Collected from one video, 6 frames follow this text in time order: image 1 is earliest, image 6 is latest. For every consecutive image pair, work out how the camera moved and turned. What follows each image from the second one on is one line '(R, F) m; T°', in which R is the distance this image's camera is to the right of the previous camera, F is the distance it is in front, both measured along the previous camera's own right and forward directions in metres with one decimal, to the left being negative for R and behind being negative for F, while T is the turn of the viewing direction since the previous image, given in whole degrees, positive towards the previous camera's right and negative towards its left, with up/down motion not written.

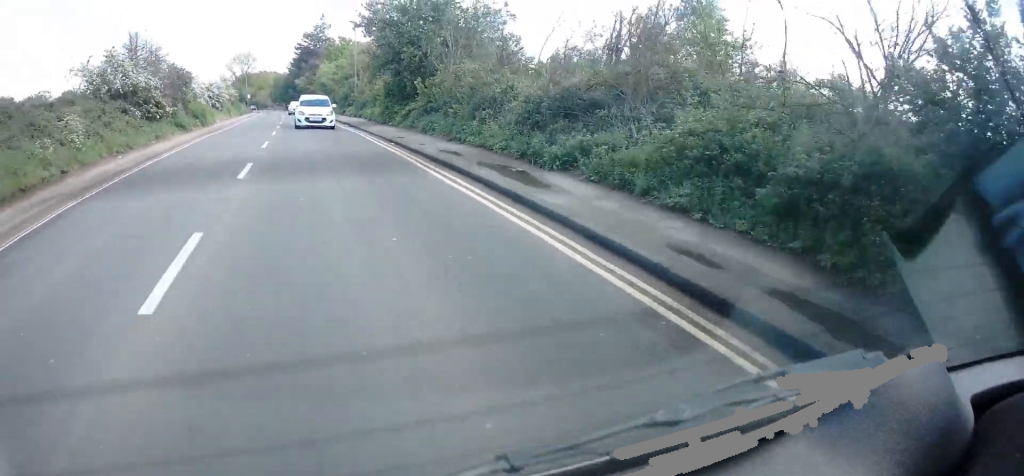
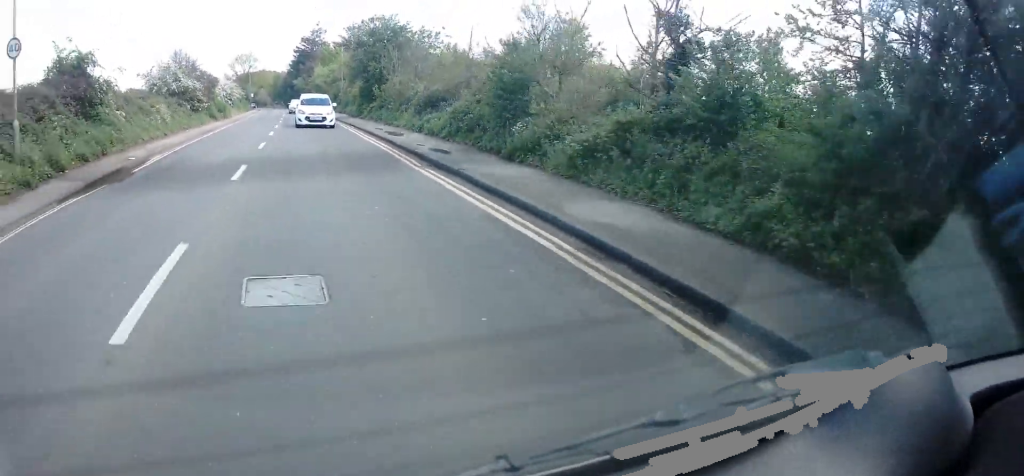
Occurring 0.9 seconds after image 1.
(-0.2, +11.3) m; 0°
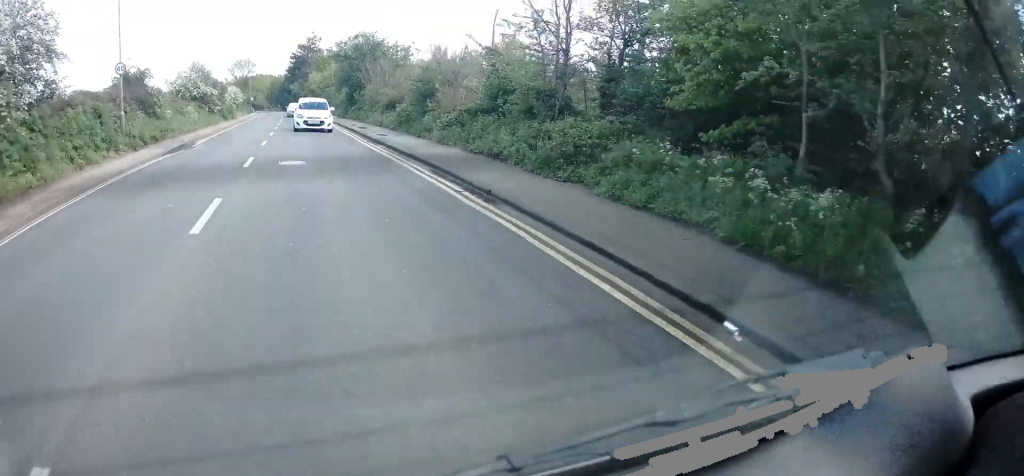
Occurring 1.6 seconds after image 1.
(0.0, +8.5) m; +1°
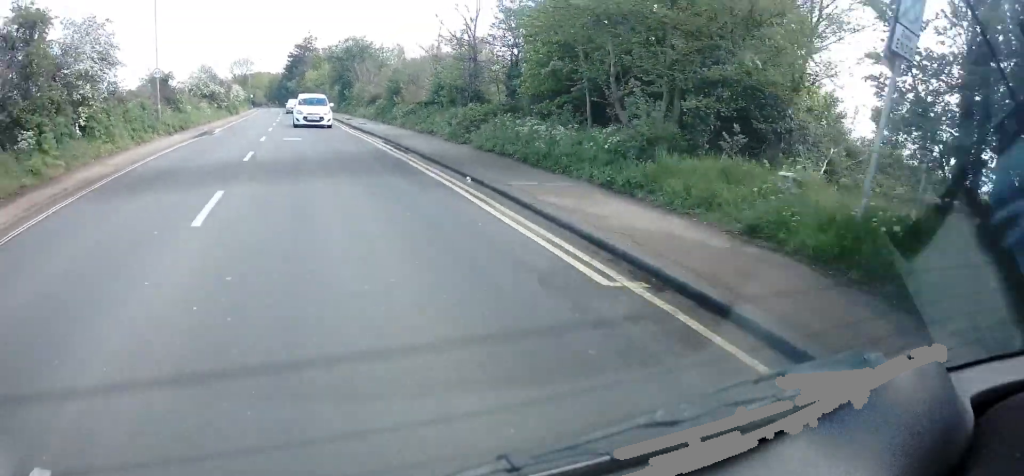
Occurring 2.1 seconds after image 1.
(0.0, +6.1) m; +1°
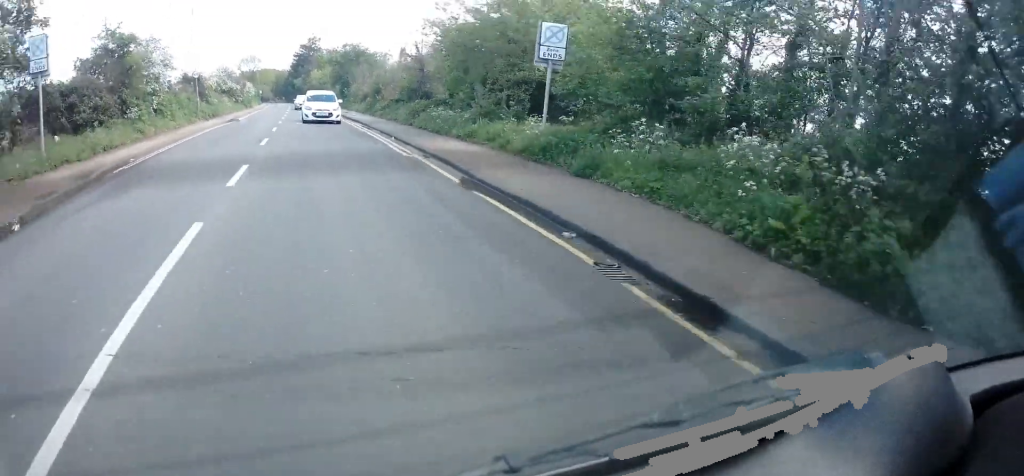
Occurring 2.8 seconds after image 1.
(+0.1, +8.5) m; +1°
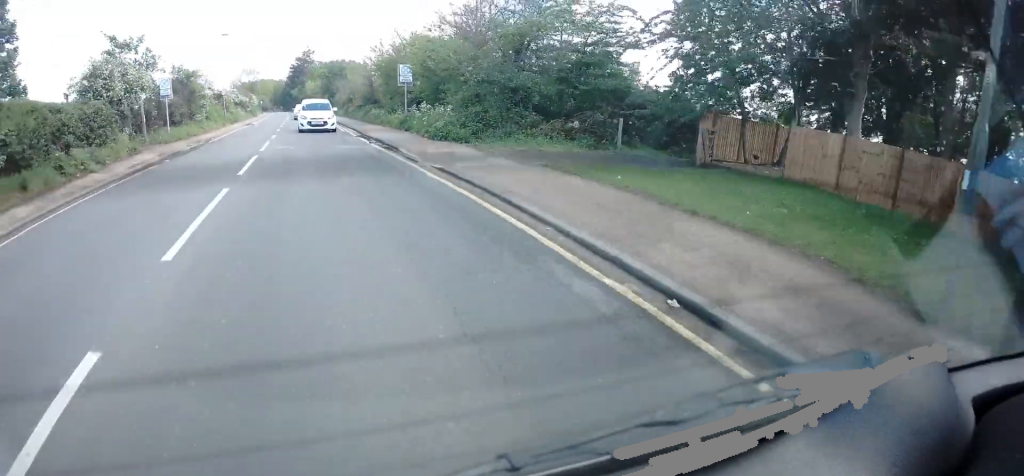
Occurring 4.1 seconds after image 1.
(+0.1, +14.7) m; 0°
